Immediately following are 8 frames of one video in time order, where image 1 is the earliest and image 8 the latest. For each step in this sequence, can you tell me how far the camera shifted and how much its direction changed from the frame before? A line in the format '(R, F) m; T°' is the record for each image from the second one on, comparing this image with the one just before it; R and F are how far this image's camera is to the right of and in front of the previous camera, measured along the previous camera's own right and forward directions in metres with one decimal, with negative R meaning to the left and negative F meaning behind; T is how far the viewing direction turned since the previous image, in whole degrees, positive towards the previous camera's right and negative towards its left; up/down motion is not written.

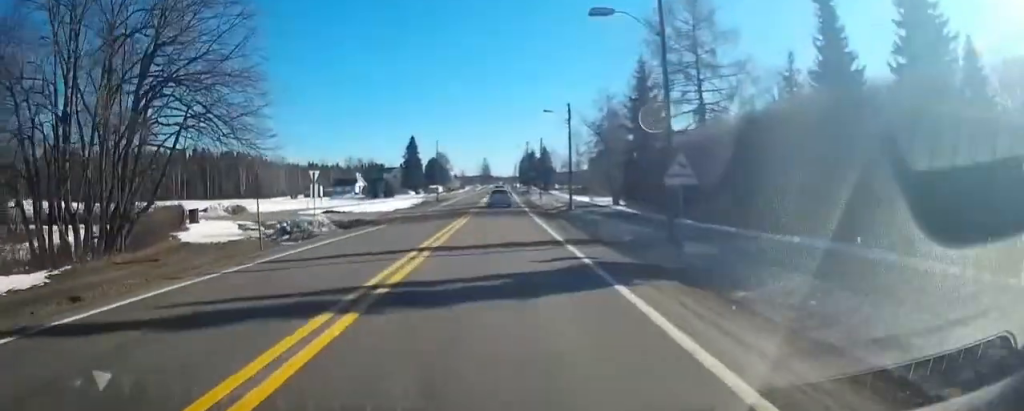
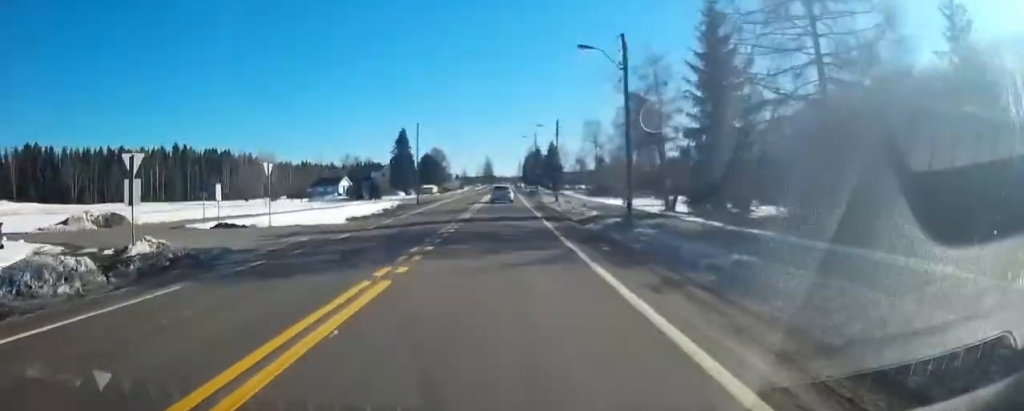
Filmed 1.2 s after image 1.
(-0.2, +19.5) m; 0°
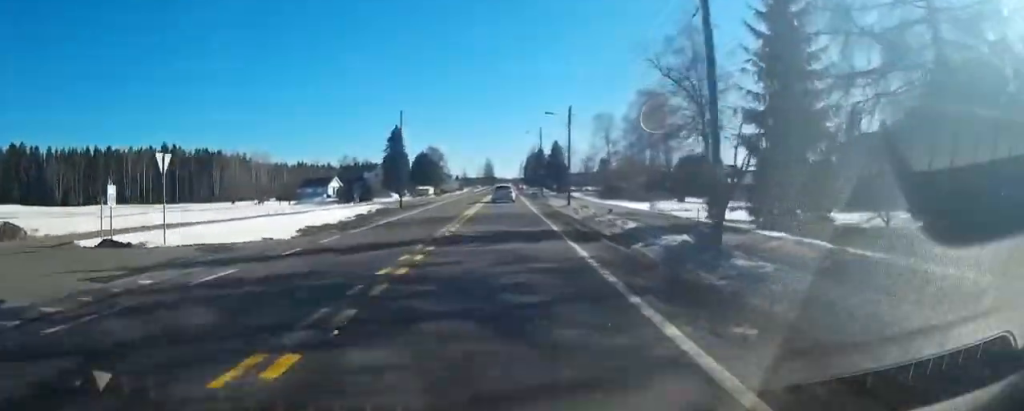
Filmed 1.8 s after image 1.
(0.0, +9.8) m; 0°
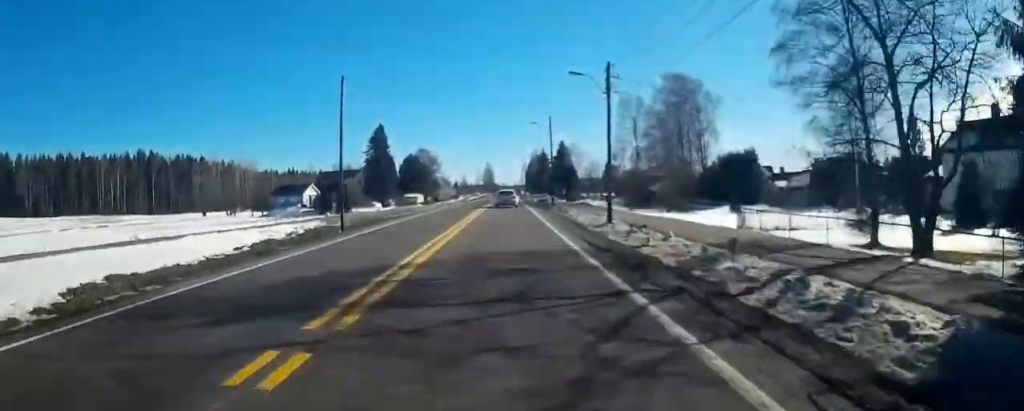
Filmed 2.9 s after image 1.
(+0.2, +17.4) m; 0°
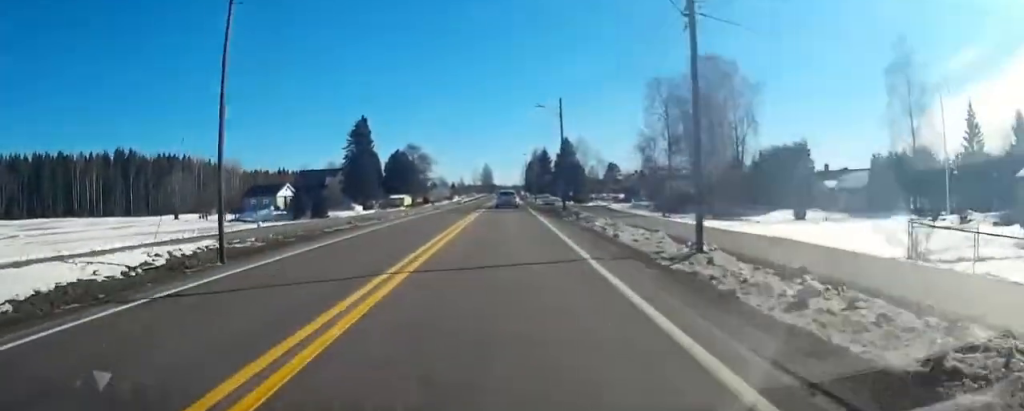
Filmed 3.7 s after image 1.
(-0.1, +13.0) m; 0°
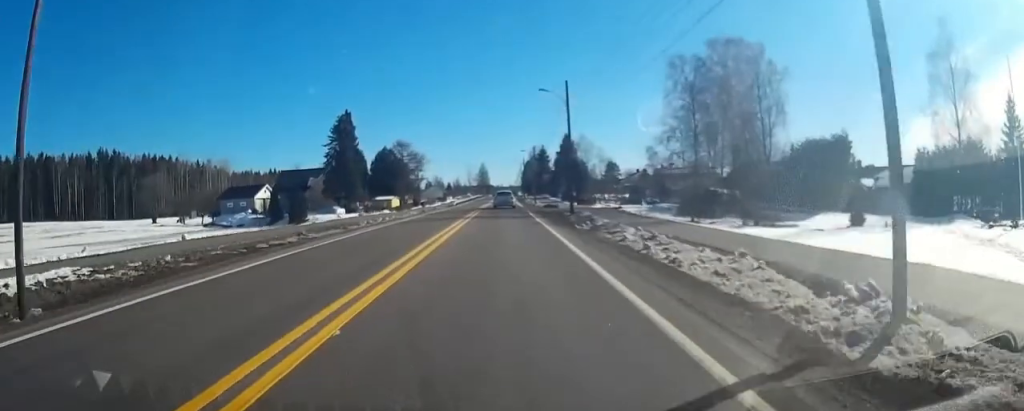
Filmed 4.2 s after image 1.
(0.0, +8.2) m; 0°
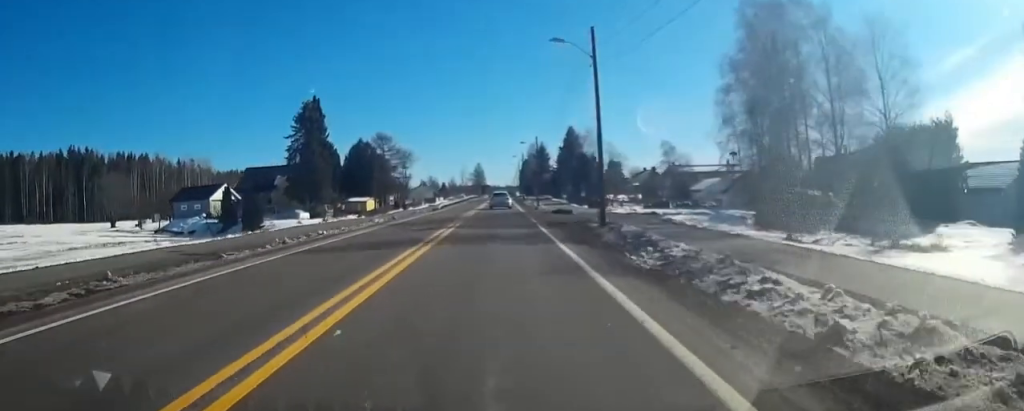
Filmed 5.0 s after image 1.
(+0.1, +14.5) m; 0°
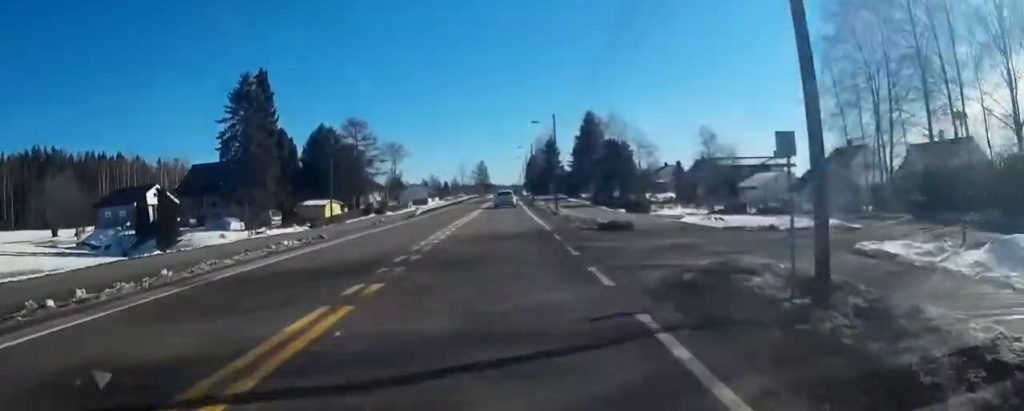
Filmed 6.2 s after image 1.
(+0.1, +19.9) m; 0°
